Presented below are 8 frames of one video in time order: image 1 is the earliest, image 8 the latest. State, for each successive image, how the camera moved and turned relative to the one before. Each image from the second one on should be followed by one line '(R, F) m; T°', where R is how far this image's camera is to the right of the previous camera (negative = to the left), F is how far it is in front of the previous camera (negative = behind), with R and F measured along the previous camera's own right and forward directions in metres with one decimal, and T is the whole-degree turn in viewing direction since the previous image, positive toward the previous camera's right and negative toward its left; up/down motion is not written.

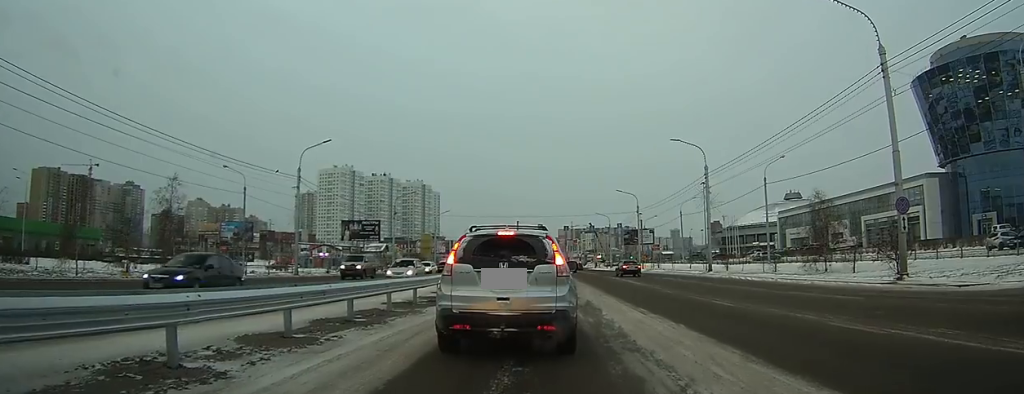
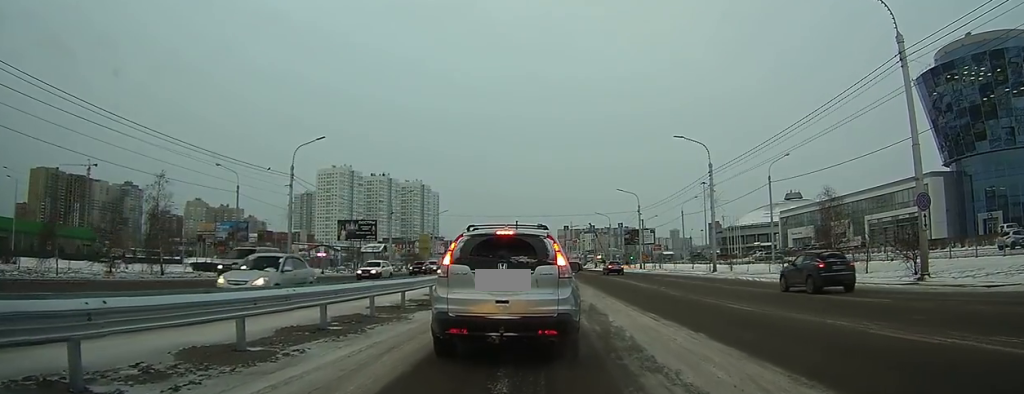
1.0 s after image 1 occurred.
(0.0, +1.2) m; 0°
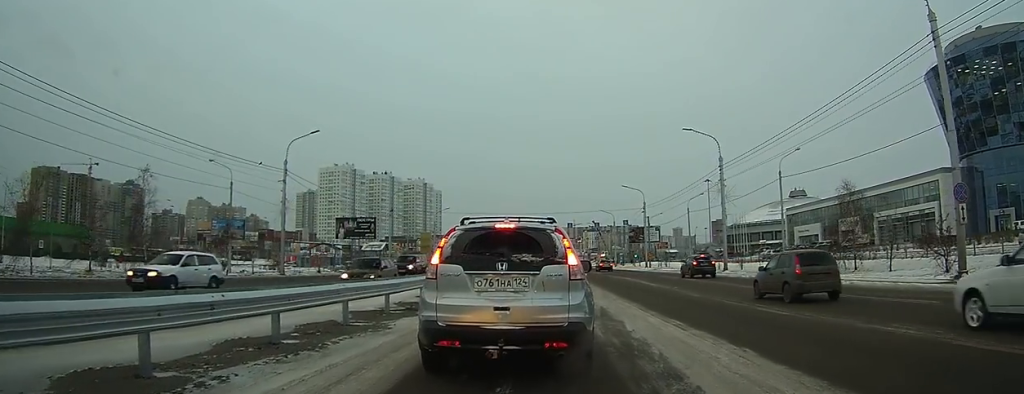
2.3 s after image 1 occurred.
(+0.1, +1.5) m; 0°
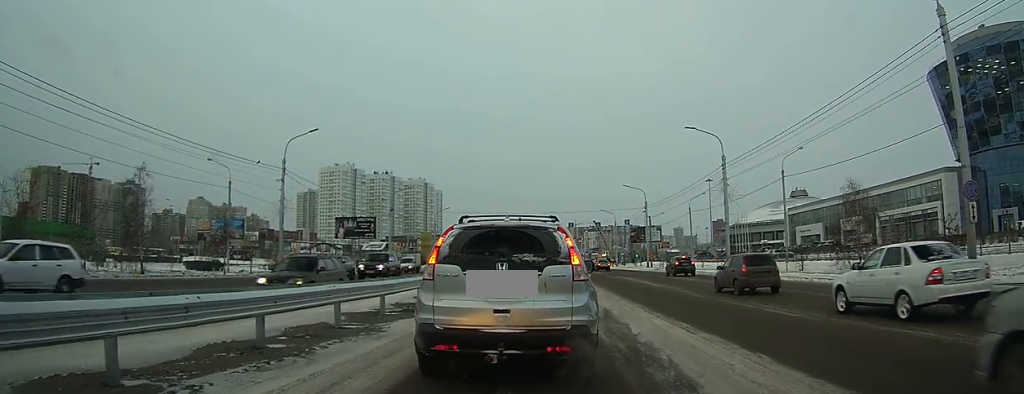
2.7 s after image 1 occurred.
(+0.1, +0.4) m; 0°
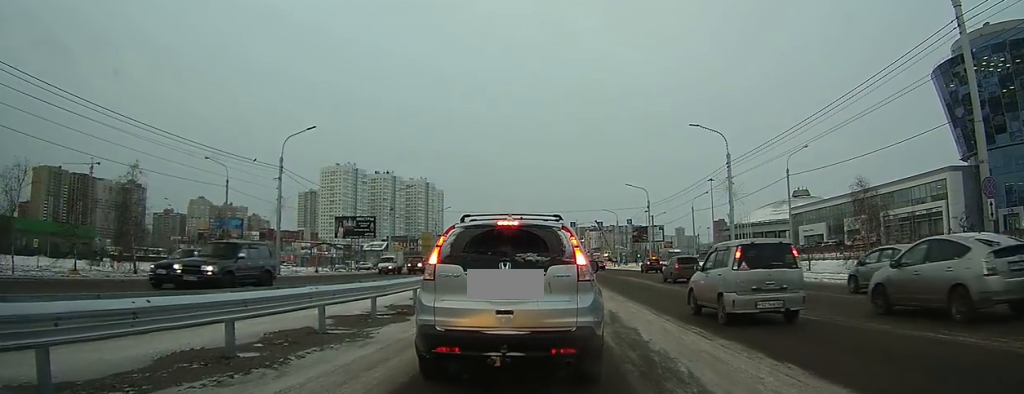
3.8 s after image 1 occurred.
(+0.3, +0.7) m; 0°
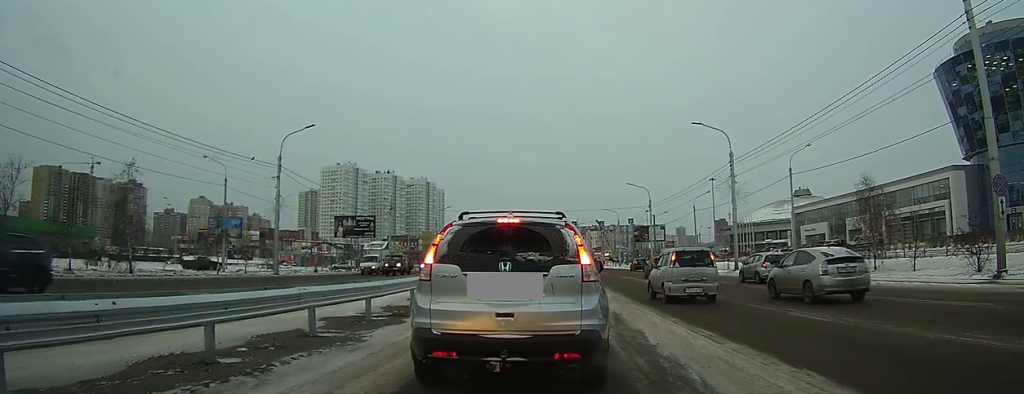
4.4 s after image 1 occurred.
(+0.2, +0.4) m; 0°
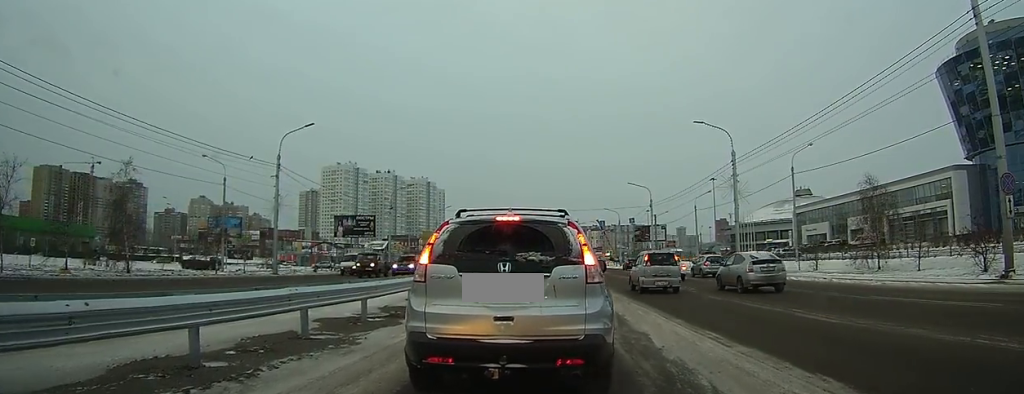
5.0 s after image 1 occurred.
(+0.2, 0.0) m; 0°
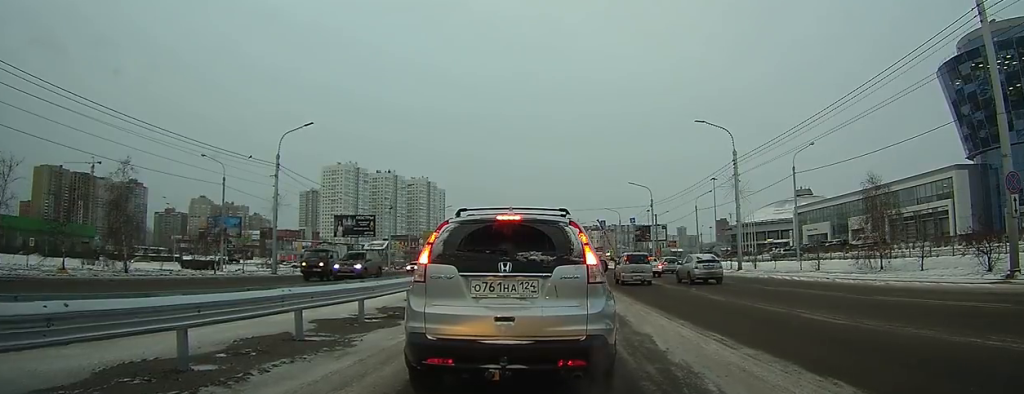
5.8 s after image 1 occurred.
(+0.3, -0.1) m; 0°
